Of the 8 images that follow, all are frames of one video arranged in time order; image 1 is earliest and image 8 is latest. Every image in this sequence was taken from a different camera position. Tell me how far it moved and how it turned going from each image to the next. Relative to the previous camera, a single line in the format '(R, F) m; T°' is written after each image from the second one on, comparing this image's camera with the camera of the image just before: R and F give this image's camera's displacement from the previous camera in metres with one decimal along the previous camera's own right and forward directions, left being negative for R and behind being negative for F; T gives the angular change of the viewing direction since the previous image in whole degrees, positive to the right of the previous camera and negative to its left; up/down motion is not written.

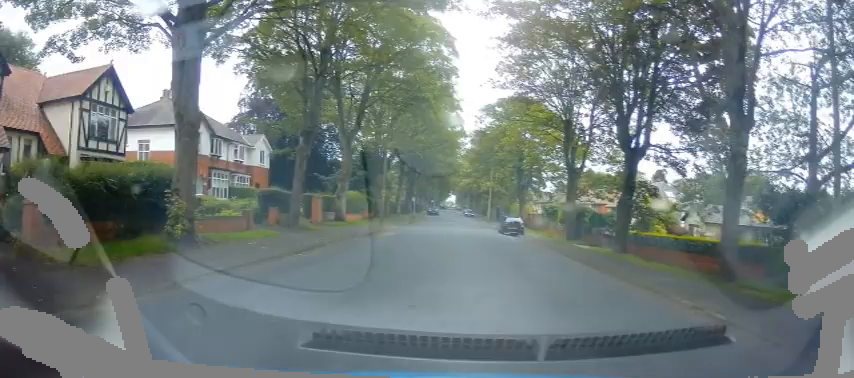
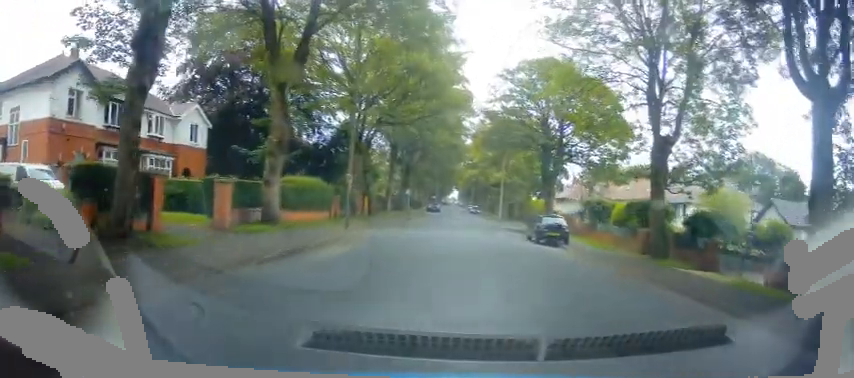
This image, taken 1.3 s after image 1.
(0.0, +14.2) m; 0°
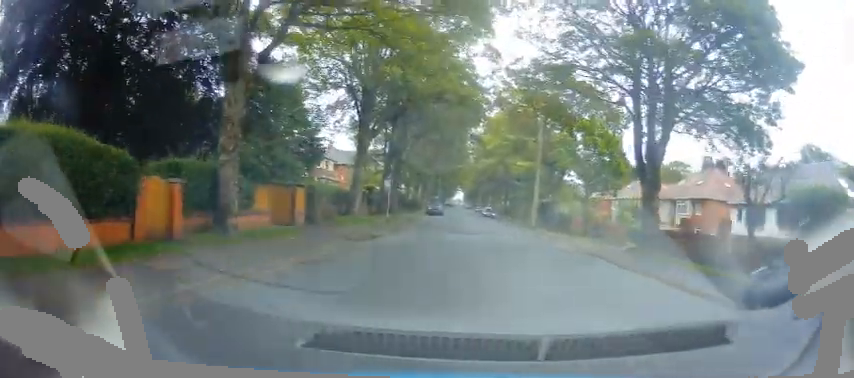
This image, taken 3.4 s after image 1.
(0.0, +21.1) m; -1°
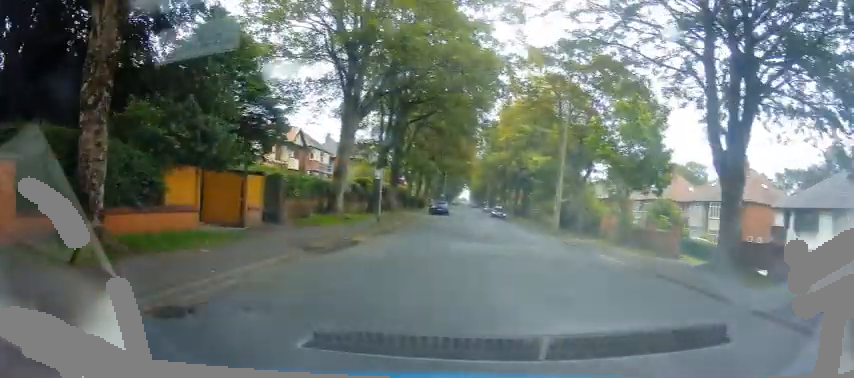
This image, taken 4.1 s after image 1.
(+0.1, +6.5) m; -2°
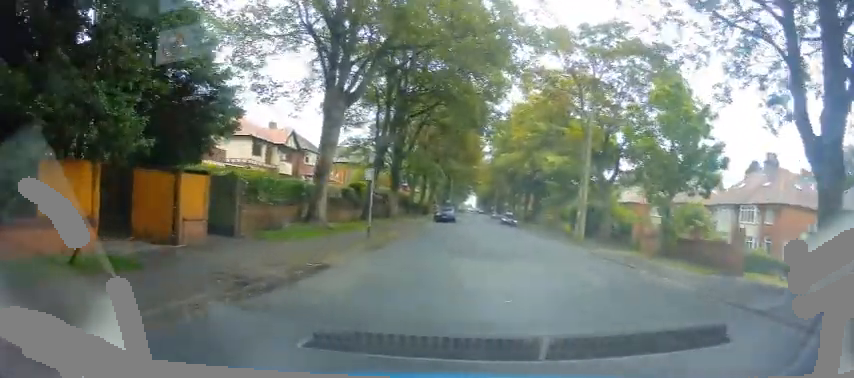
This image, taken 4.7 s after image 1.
(-0.3, +4.7) m; 0°
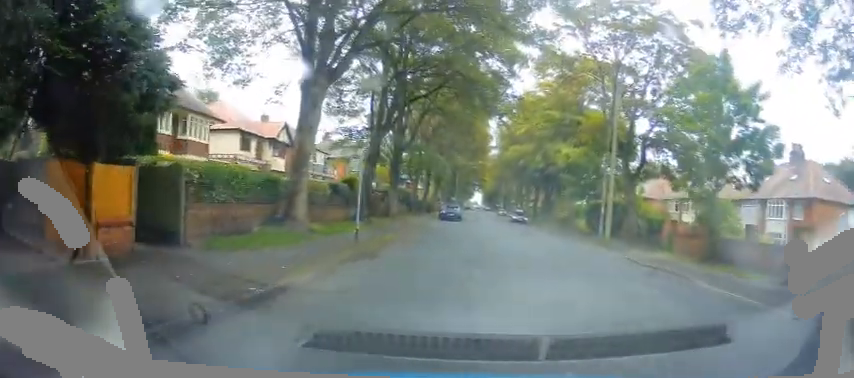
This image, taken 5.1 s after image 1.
(-0.1, +3.6) m; 0°
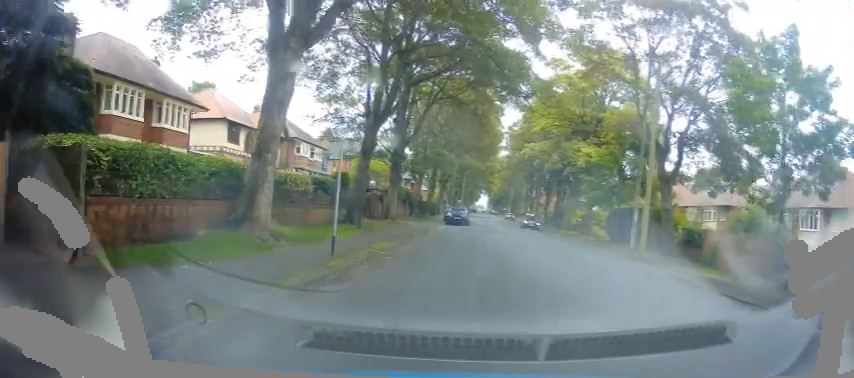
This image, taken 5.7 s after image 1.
(+0.2, +4.0) m; 0°
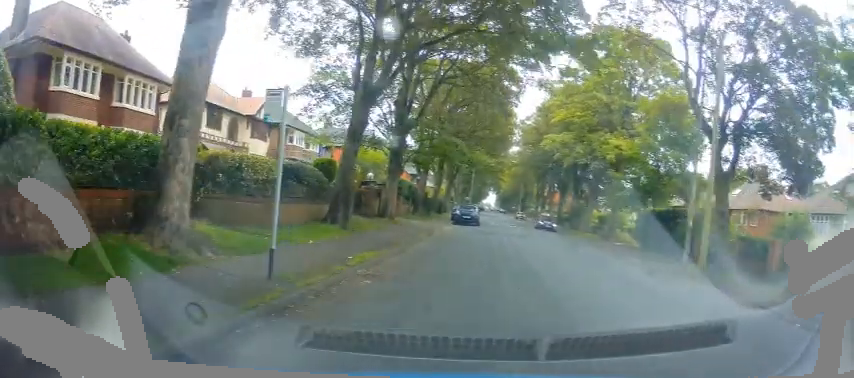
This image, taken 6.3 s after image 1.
(0.0, +4.7) m; 0°
